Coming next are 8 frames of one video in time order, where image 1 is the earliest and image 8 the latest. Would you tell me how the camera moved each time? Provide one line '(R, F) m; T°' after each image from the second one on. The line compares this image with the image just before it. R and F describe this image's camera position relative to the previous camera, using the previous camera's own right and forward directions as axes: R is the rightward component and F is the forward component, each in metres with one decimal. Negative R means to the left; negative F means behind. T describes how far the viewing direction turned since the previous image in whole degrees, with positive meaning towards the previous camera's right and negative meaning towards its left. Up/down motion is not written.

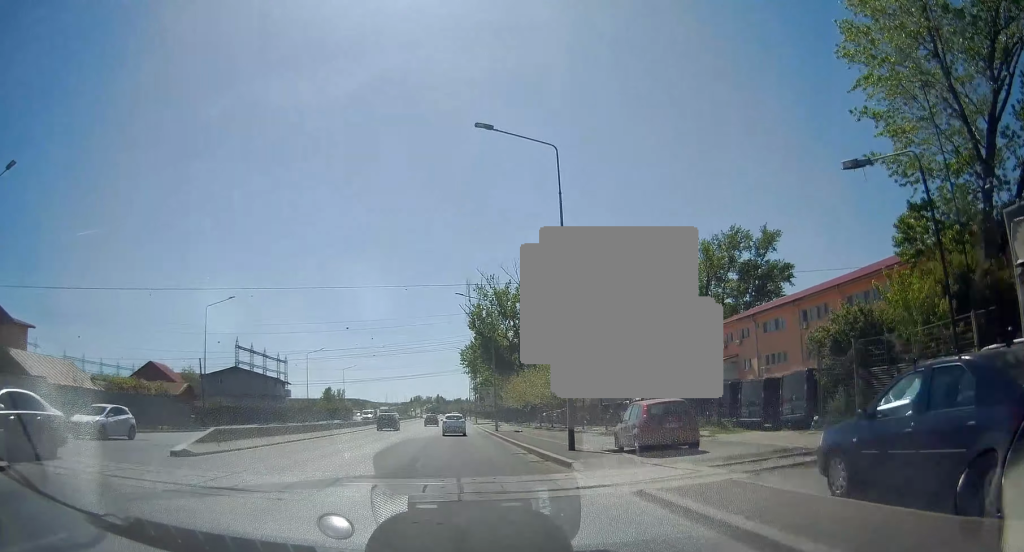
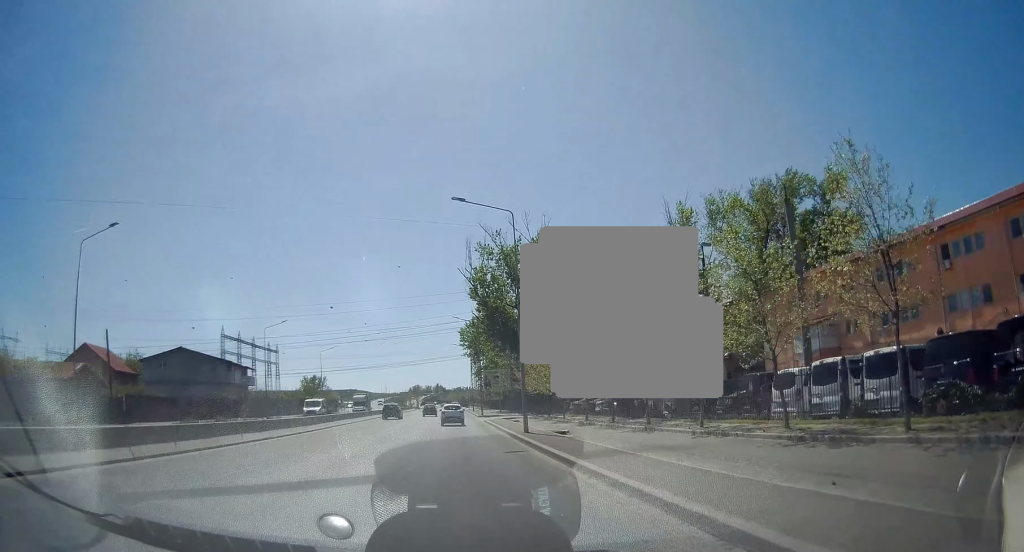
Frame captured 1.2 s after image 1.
(0.0, +19.5) m; 0°
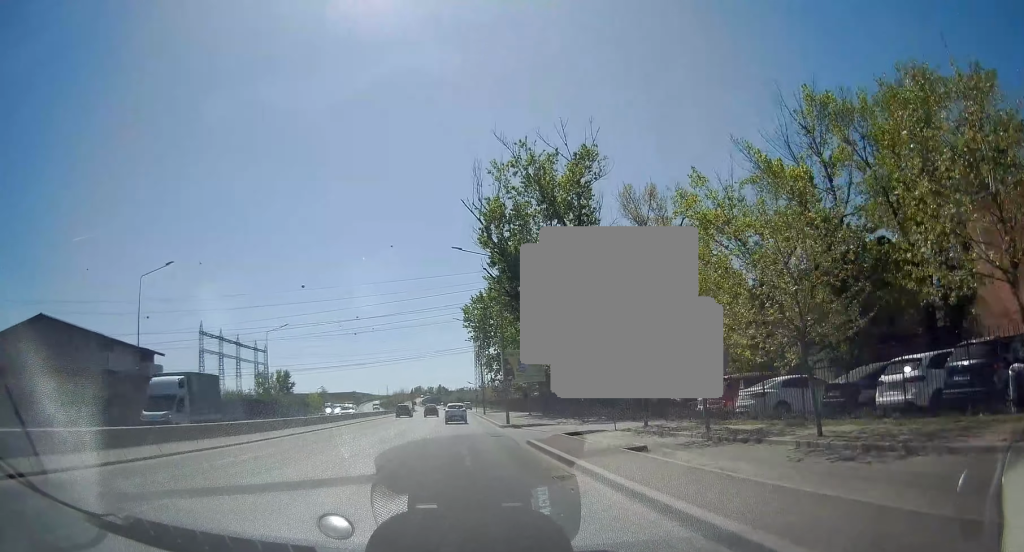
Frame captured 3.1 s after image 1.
(0.0, +29.1) m; 0°
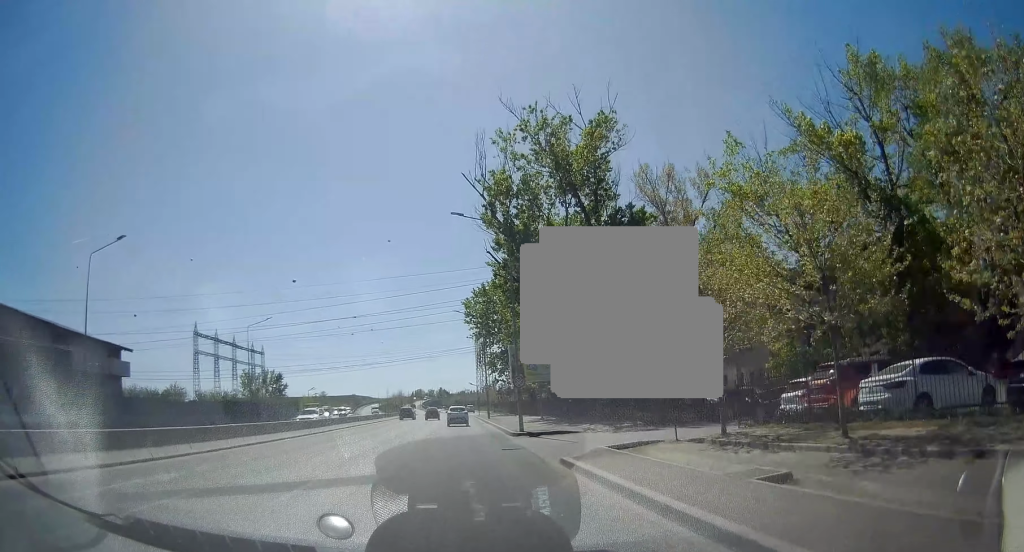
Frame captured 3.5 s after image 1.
(0.0, +6.6) m; 0°
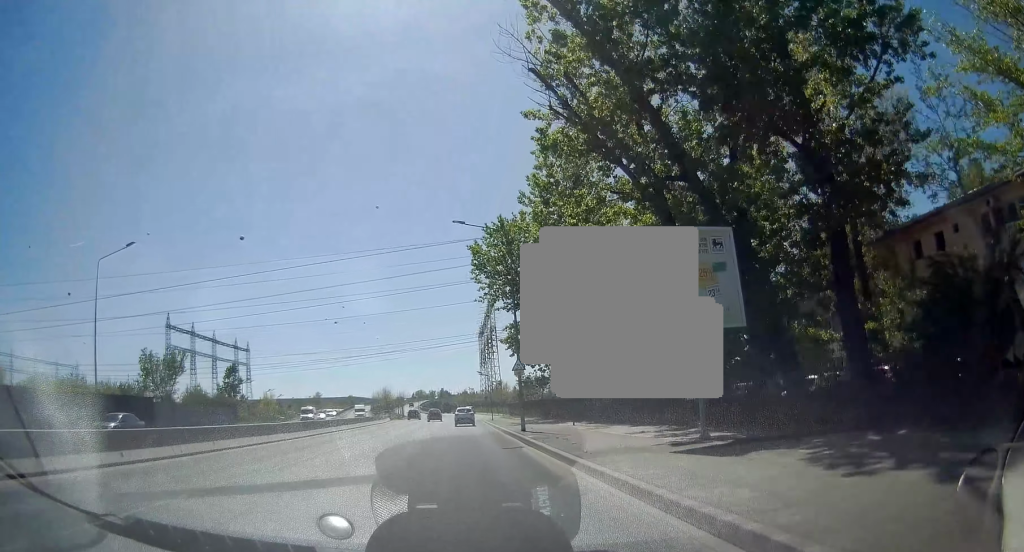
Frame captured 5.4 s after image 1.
(0.0, +28.3) m; 0°
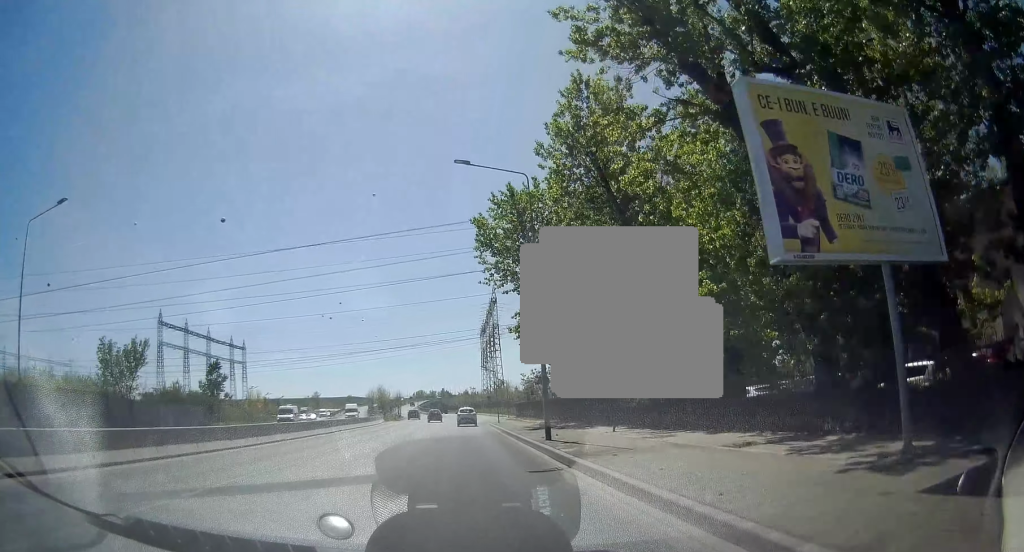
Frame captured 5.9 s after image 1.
(0.0, +7.6) m; 0°
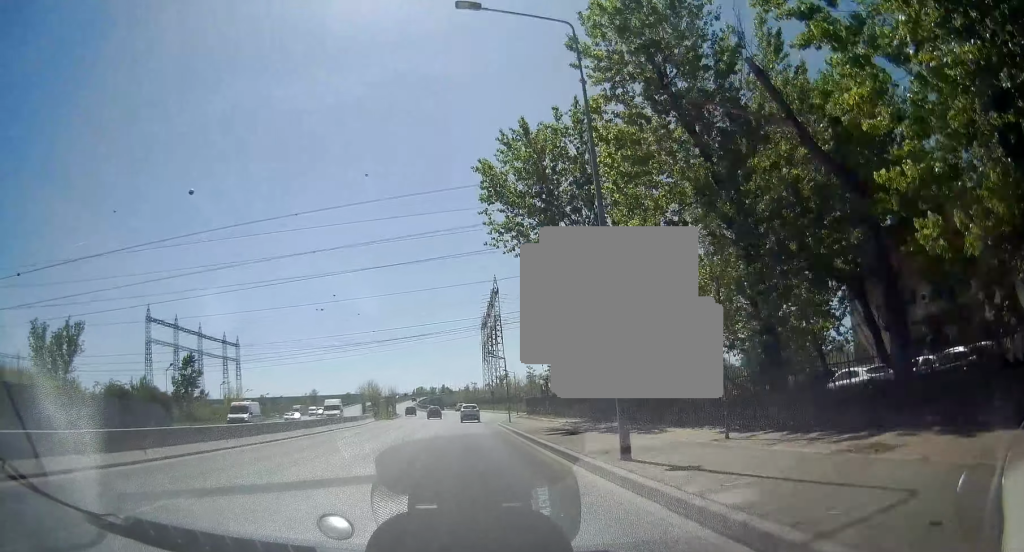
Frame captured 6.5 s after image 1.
(0.0, +9.5) m; 0°
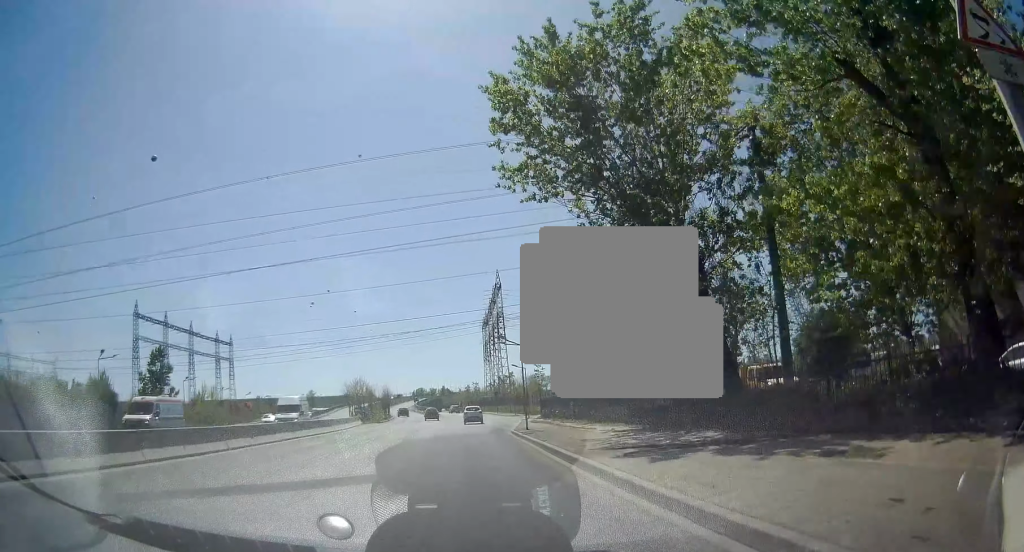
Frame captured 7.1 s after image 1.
(0.0, +9.6) m; 0°
